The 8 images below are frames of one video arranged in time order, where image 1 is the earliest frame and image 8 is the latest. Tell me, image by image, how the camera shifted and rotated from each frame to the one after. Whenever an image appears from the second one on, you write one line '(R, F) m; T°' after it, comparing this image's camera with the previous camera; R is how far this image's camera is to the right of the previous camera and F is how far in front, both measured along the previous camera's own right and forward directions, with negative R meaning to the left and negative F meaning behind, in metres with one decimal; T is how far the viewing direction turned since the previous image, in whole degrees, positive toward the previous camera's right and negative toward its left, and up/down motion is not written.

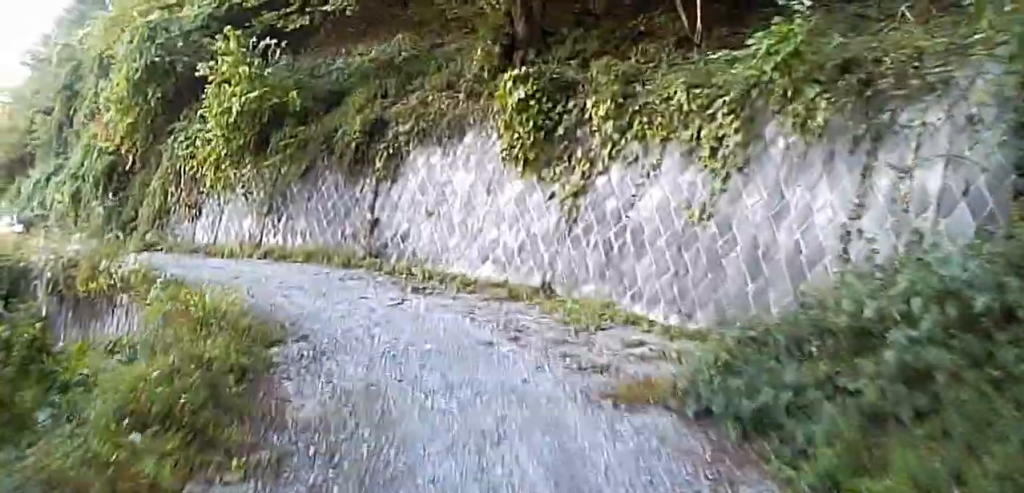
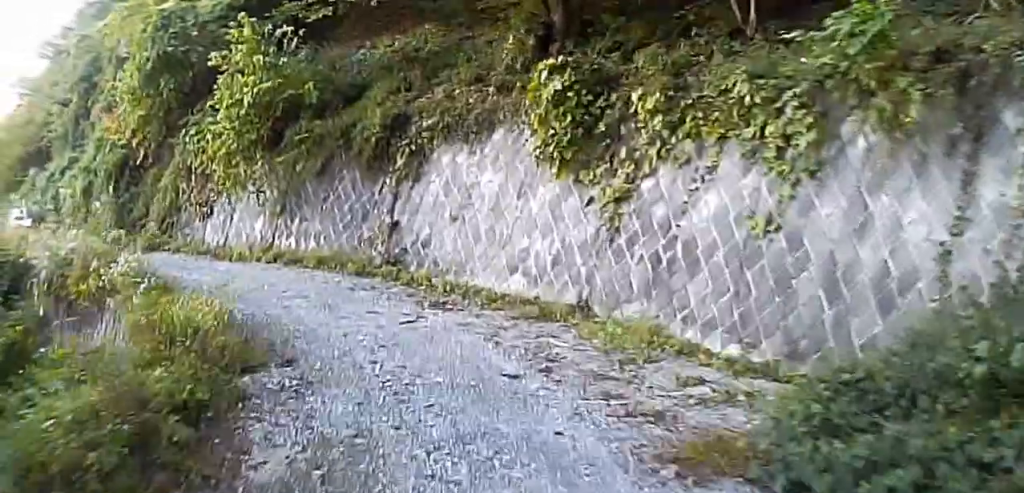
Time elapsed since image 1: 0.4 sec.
(-0.4, +1.5) m; -3°
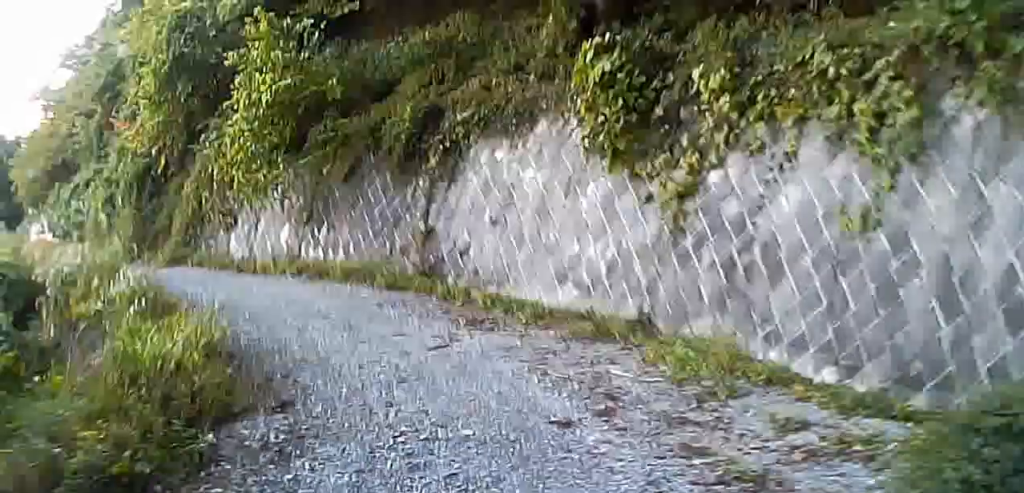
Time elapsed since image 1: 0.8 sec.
(0.0, +1.5) m; -5°
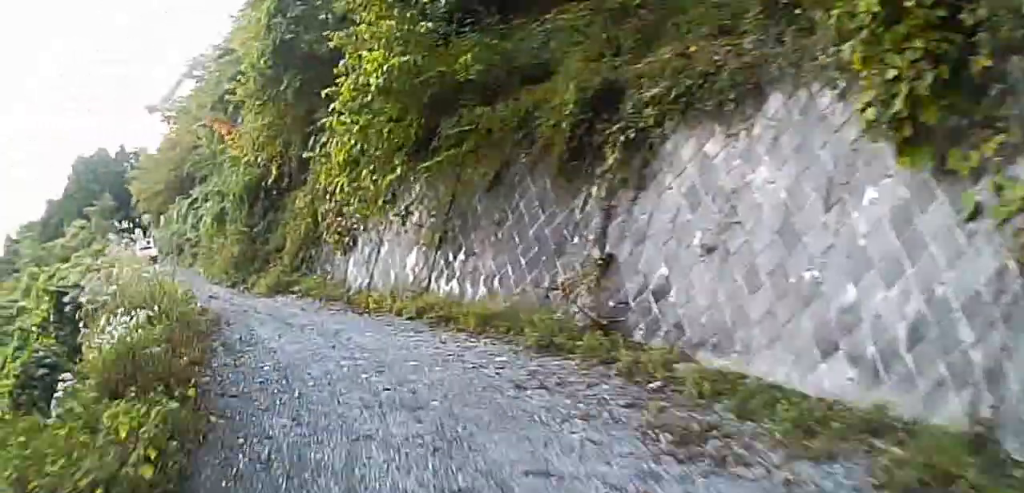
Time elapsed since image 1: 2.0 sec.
(-0.3, +4.1) m; -26°
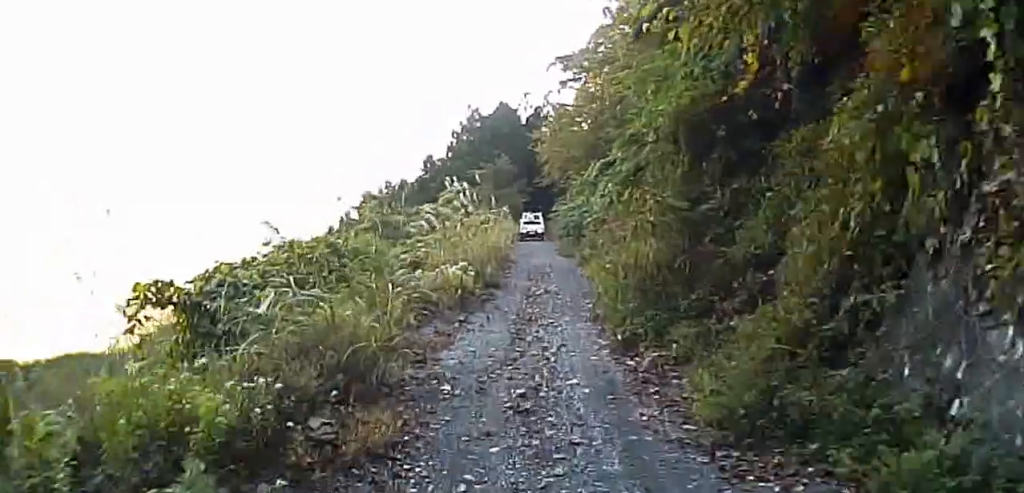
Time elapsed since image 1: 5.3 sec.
(-5.4, +12.3) m; -27°
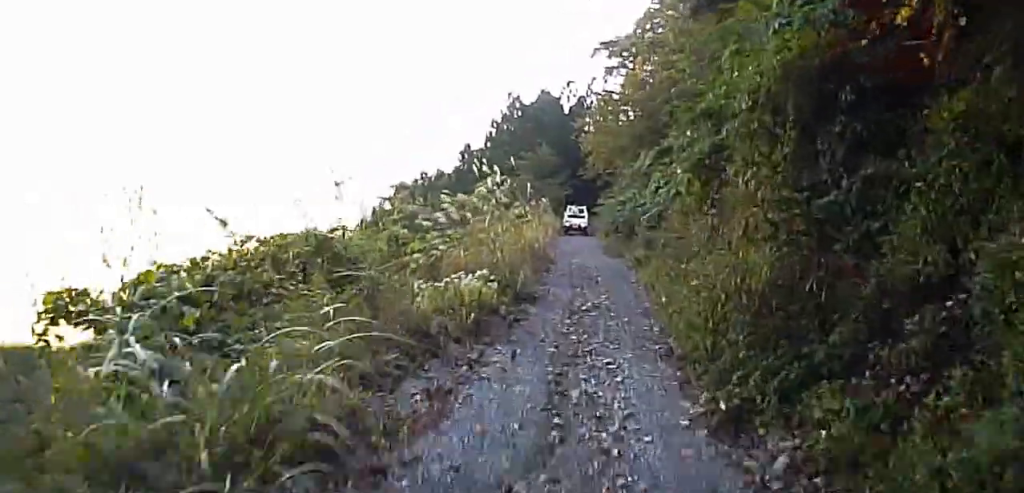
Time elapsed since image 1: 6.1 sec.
(-0.3, +3.3) m; -8°
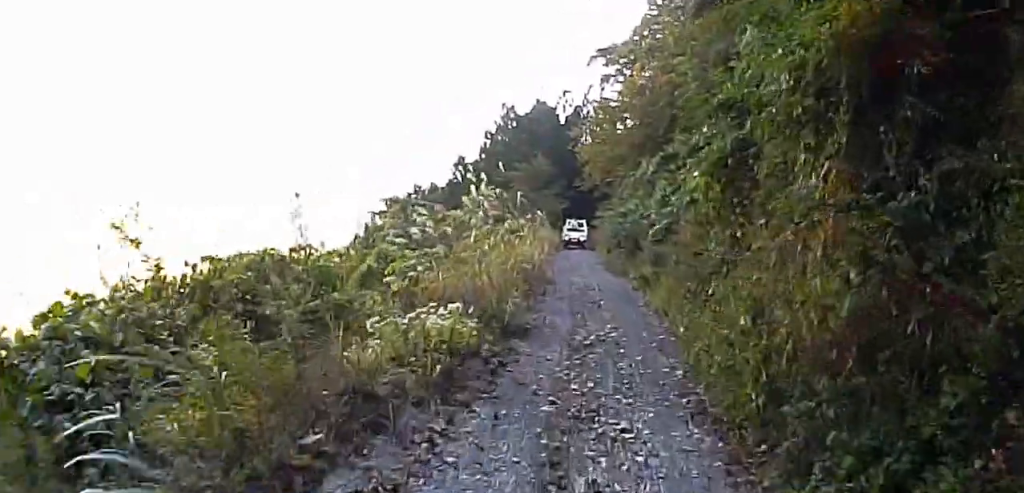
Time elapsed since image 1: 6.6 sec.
(-0.2, +2.0) m; -5°
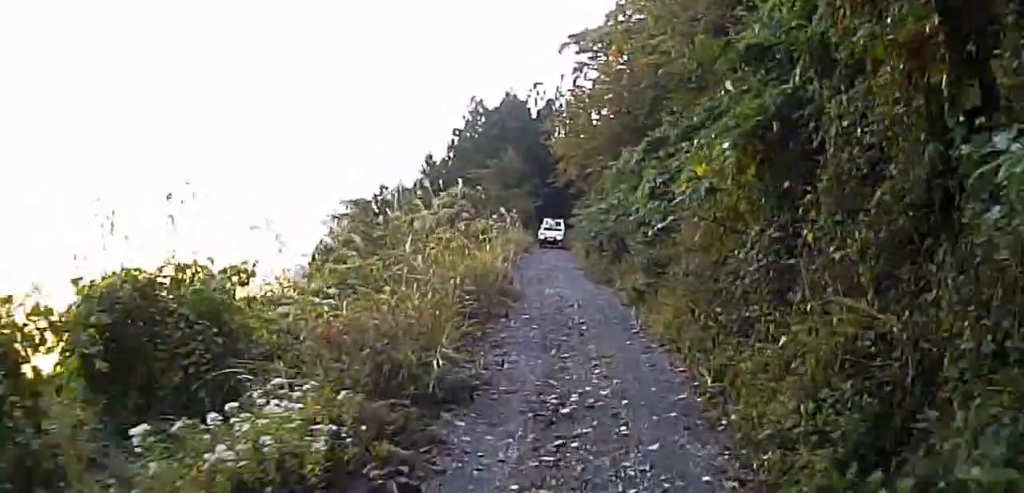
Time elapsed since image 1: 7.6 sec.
(0.0, +4.0) m; +4°
